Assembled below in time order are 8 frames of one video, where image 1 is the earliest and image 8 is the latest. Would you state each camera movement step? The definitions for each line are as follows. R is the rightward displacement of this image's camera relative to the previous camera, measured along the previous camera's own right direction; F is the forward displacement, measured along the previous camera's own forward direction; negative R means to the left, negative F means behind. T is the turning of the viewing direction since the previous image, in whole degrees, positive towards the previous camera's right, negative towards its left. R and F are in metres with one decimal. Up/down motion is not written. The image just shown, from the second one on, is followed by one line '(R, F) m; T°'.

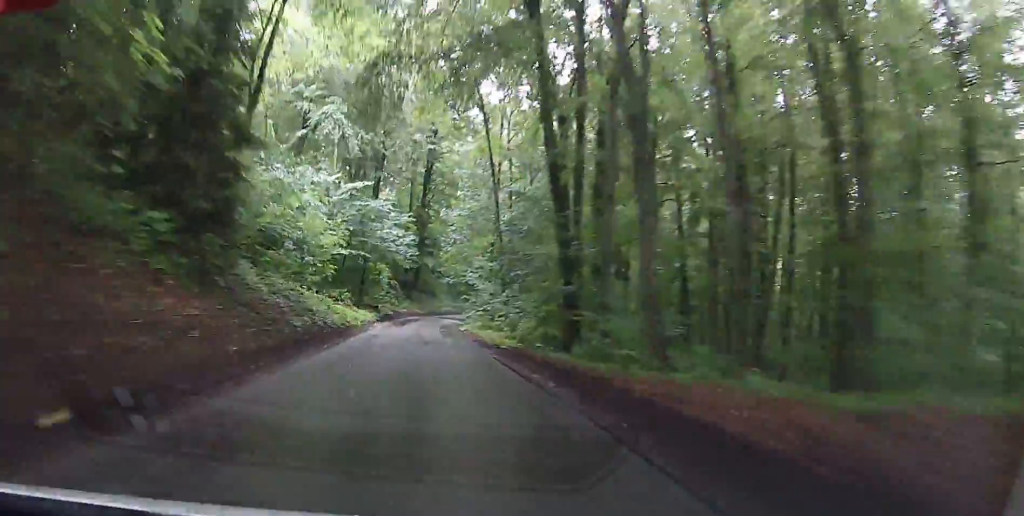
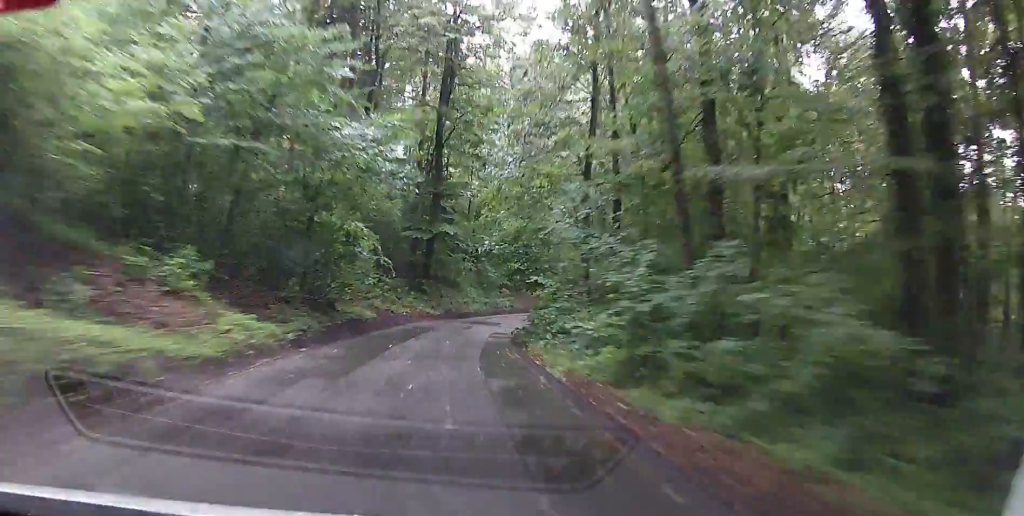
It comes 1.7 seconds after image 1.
(-0.7, +28.7) m; -2°
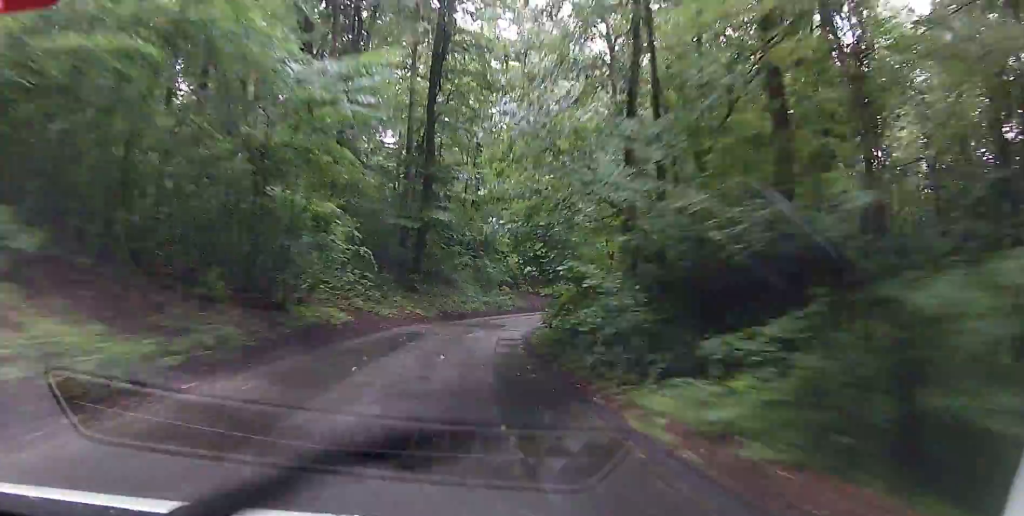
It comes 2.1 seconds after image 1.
(0.0, +6.4) m; +1°
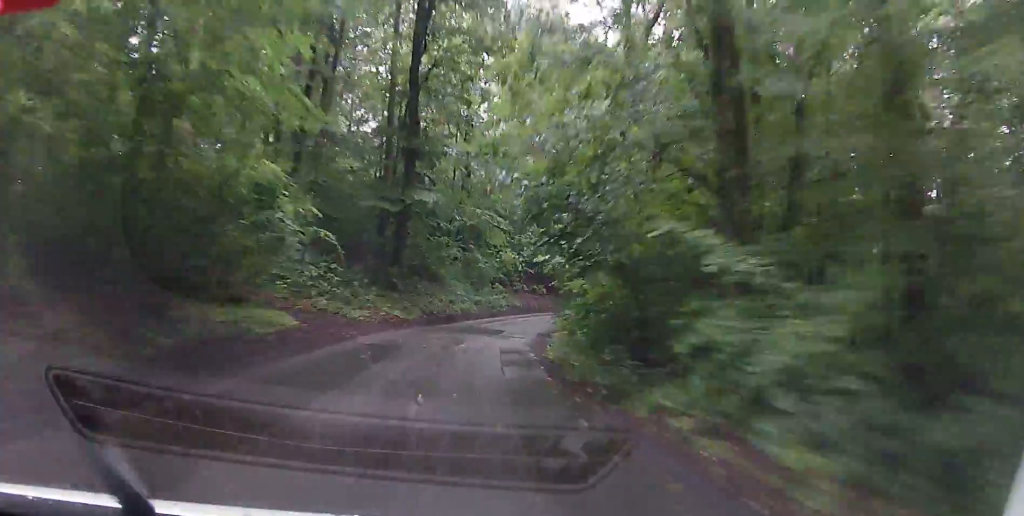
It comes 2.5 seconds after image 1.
(-0.1, +6.9) m; +1°
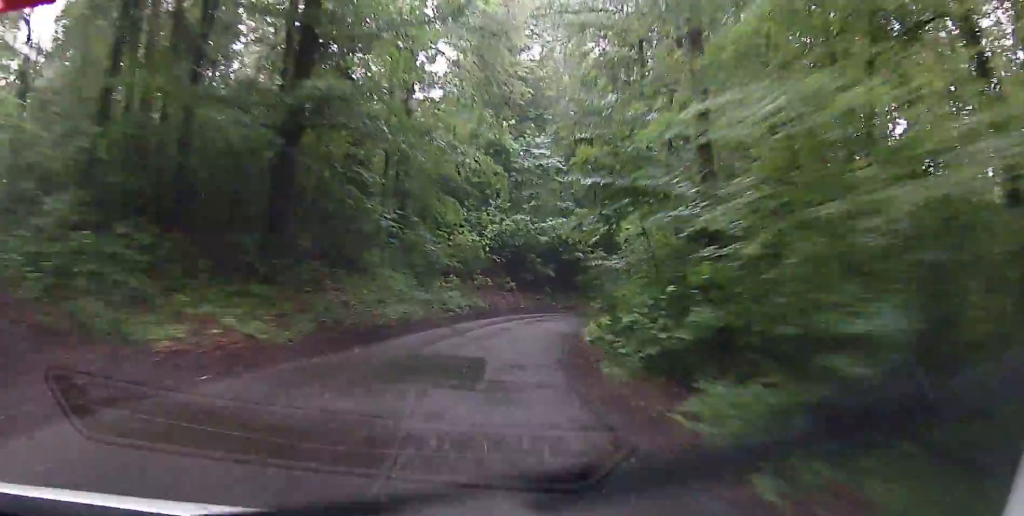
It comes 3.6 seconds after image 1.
(+0.4, +15.4) m; +4°
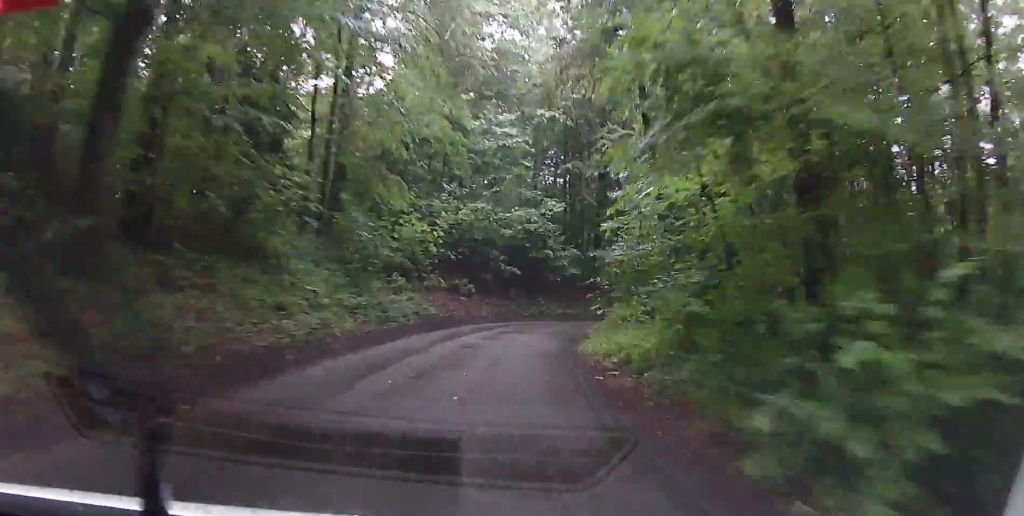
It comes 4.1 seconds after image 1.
(+0.2, +7.9) m; +2°
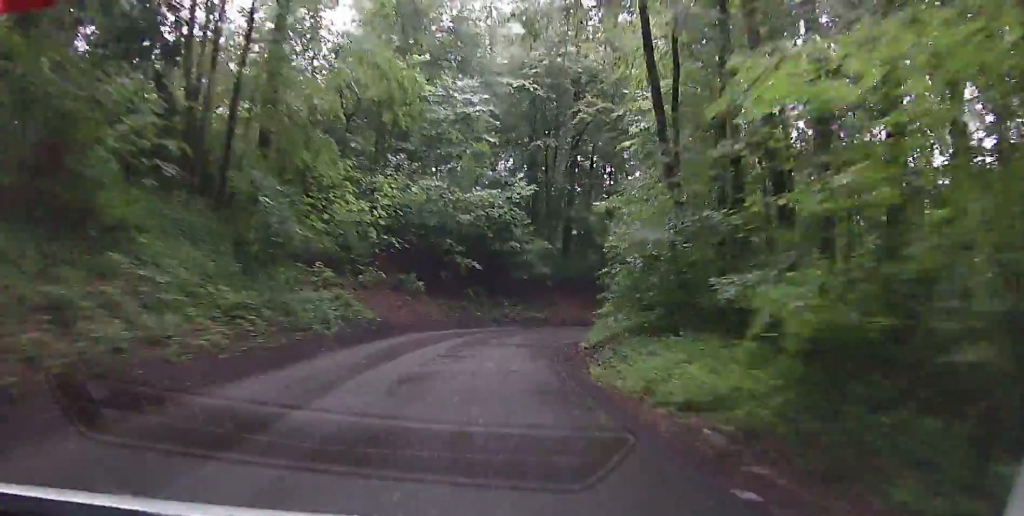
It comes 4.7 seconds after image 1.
(+0.2, +7.3) m; +1°
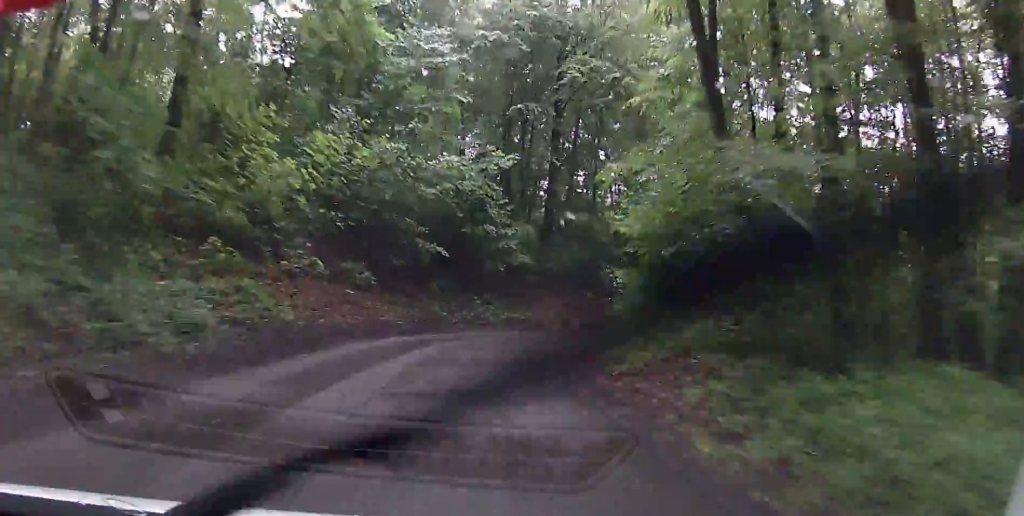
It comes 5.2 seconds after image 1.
(0.0, +6.7) m; +3°
